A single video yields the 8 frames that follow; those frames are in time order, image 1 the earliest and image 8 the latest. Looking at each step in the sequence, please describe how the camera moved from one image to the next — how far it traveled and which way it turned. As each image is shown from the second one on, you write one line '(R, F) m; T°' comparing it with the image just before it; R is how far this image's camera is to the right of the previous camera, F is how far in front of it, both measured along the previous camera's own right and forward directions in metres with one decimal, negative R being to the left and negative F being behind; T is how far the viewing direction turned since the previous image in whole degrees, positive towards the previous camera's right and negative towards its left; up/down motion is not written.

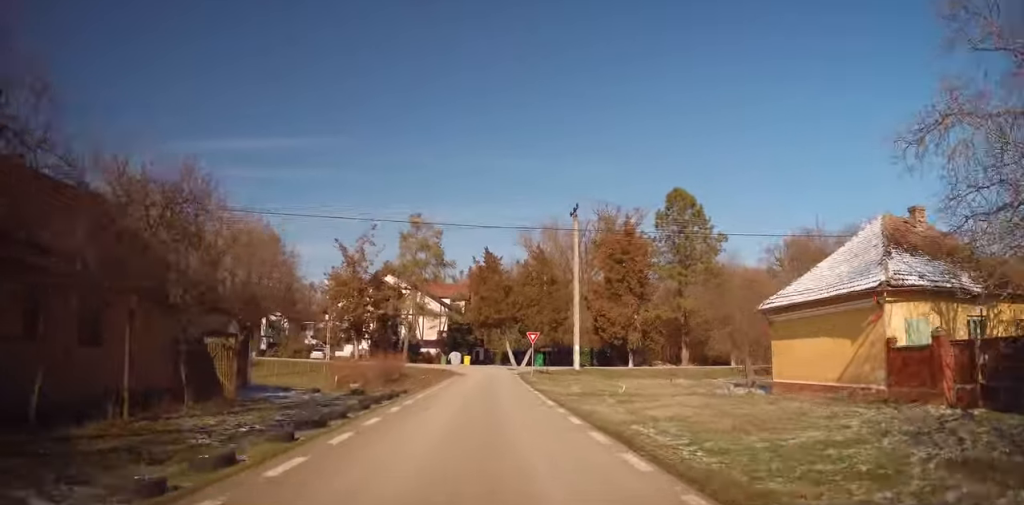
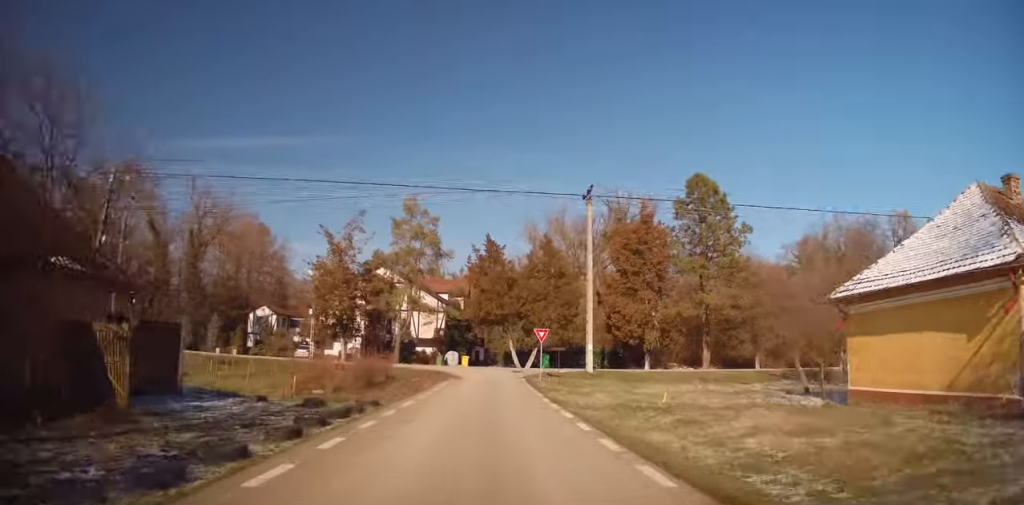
(0.0, +5.0) m; +1°
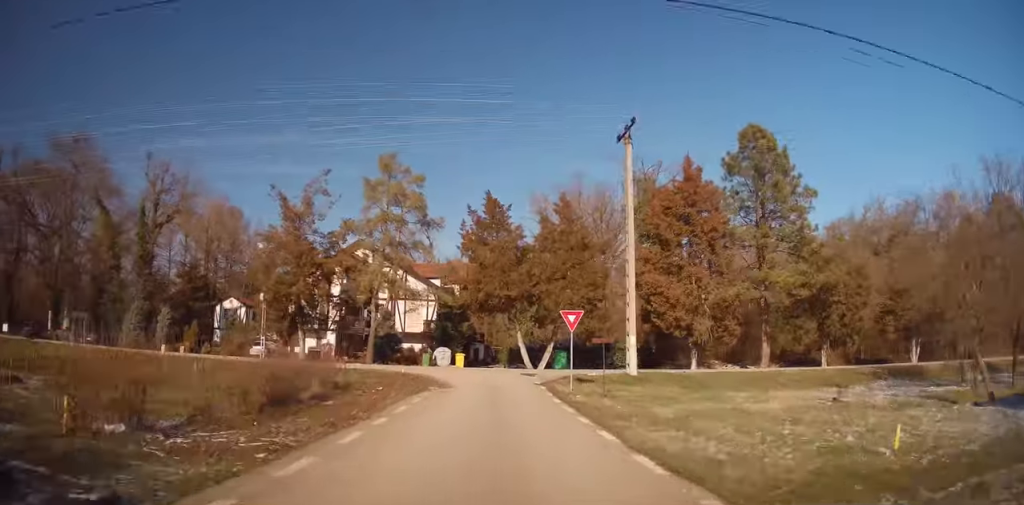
(+0.2, +10.4) m; +1°
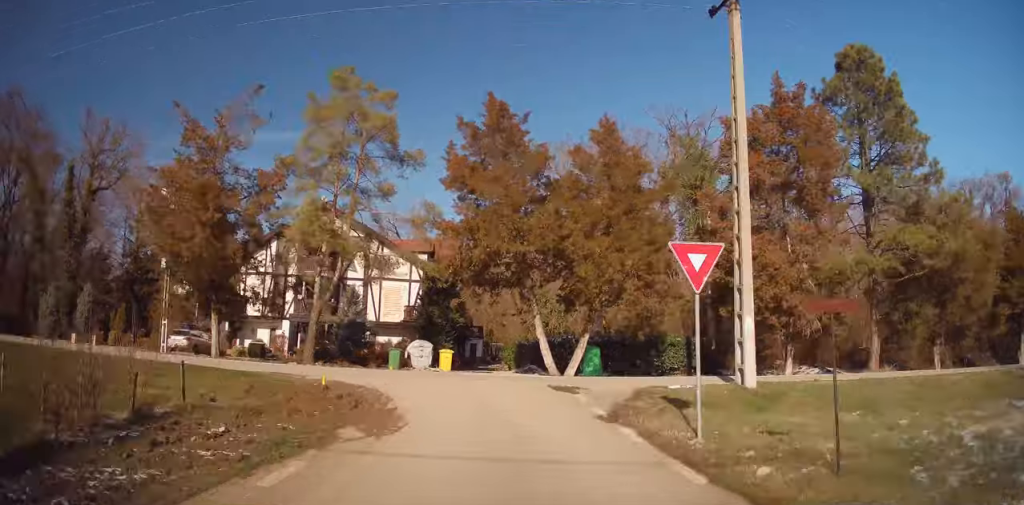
(-0.1, +11.5) m; -1°
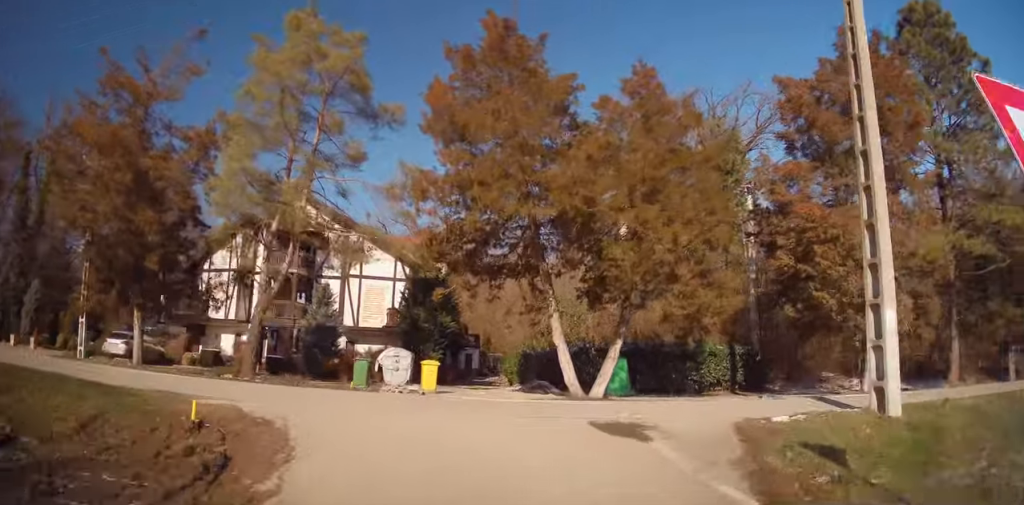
(-0.1, +5.8) m; +1°
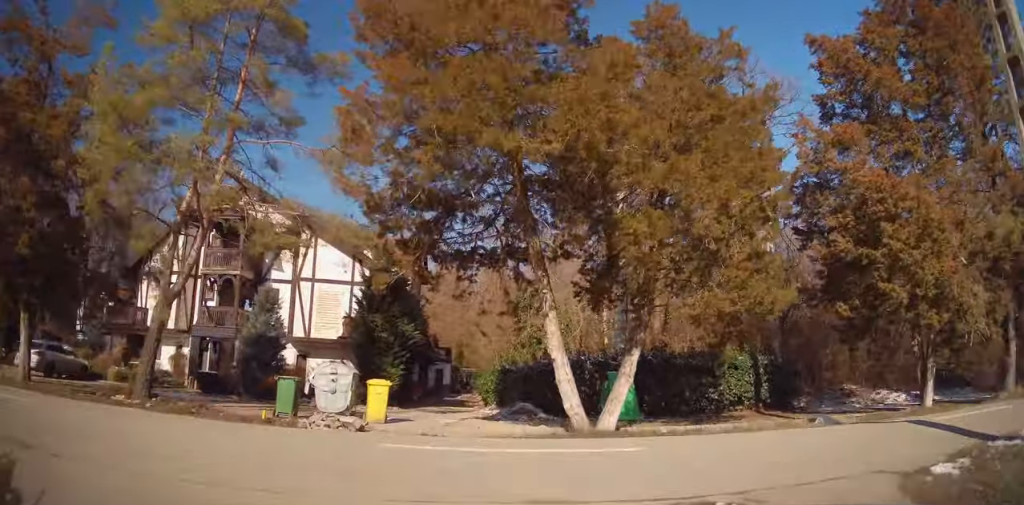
(0.0, +5.3) m; +3°
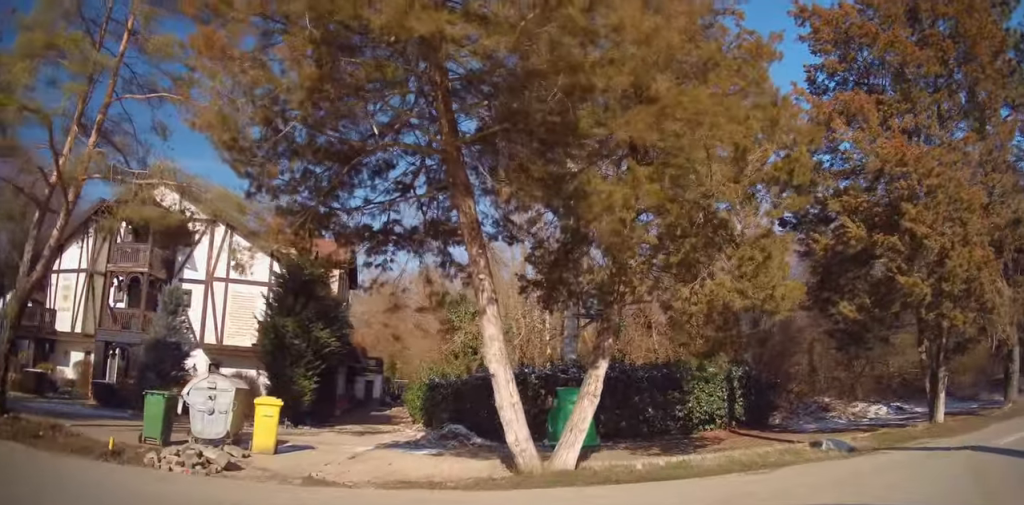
(+0.3, +4.9) m; +5°
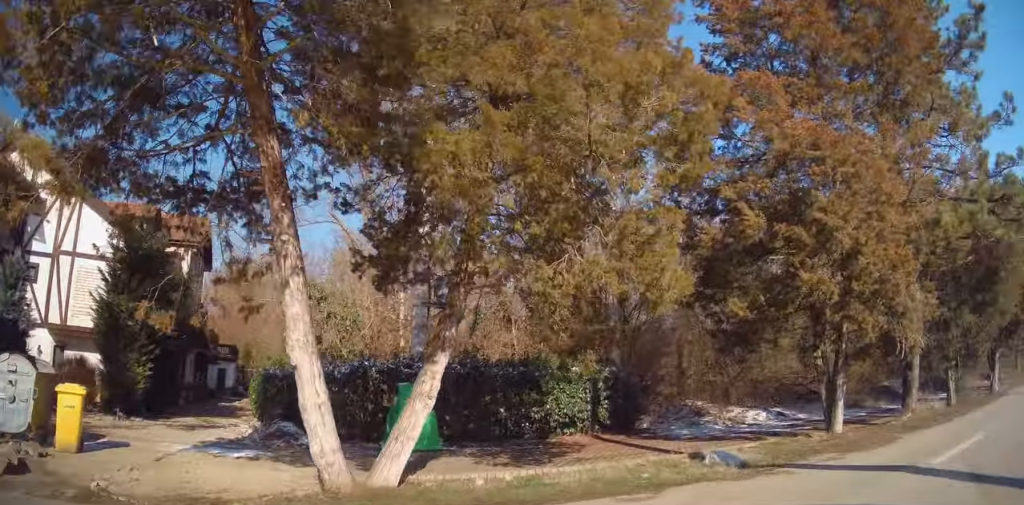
(+0.1, +3.0) m; +13°
